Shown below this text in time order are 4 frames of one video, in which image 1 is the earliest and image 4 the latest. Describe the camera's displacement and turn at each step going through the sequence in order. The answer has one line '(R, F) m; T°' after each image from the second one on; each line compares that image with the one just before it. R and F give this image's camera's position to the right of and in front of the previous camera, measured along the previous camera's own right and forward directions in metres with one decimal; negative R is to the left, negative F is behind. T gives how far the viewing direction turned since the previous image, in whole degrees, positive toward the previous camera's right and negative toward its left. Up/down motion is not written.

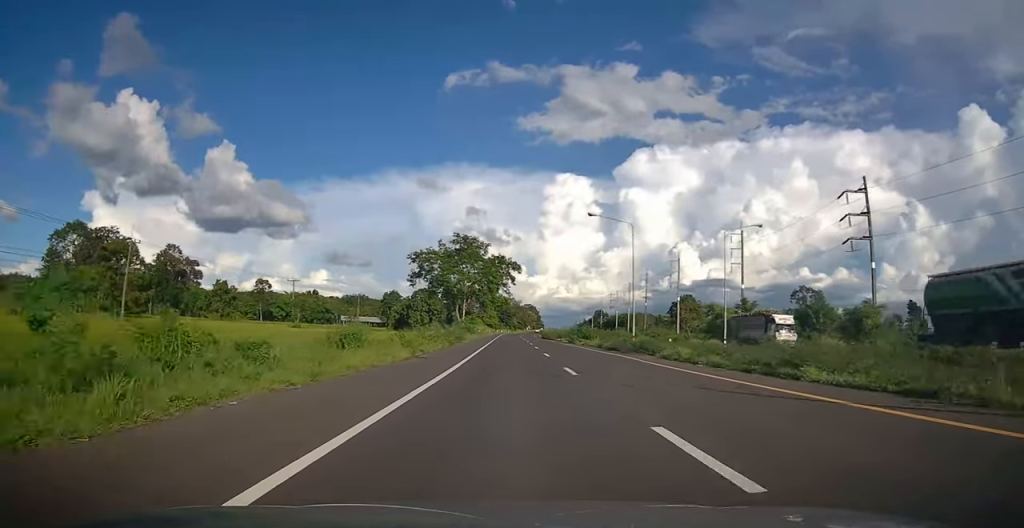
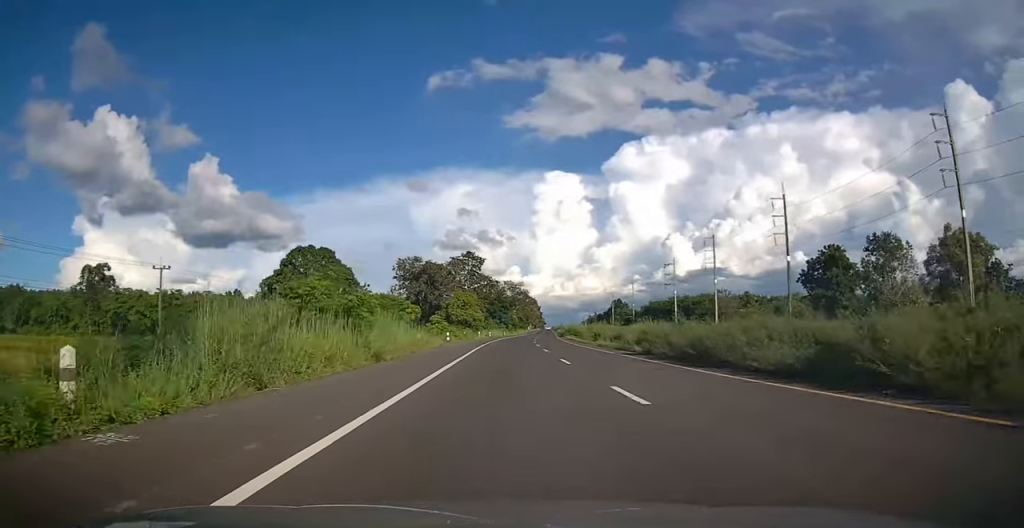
(-0.3, +90.9) m; 0°
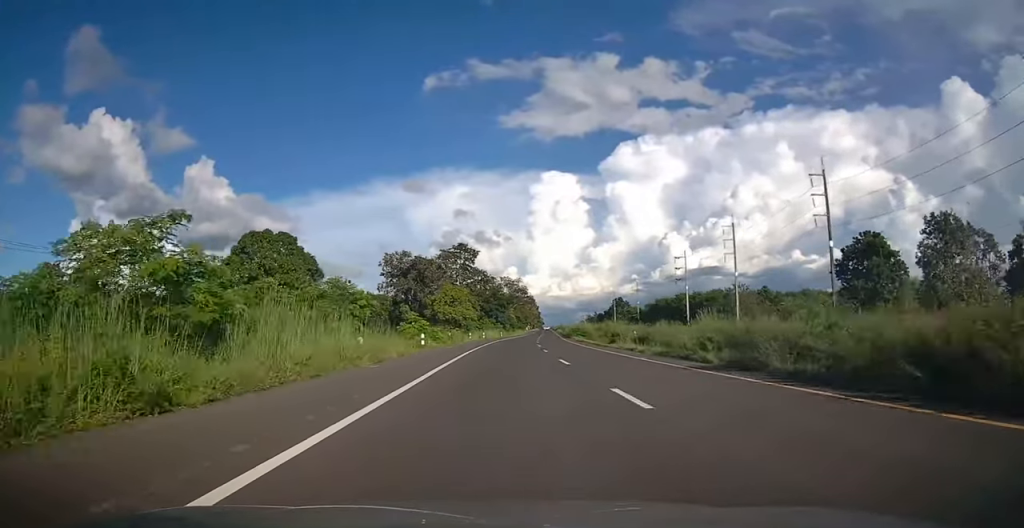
(+0.1, +12.5) m; 0°
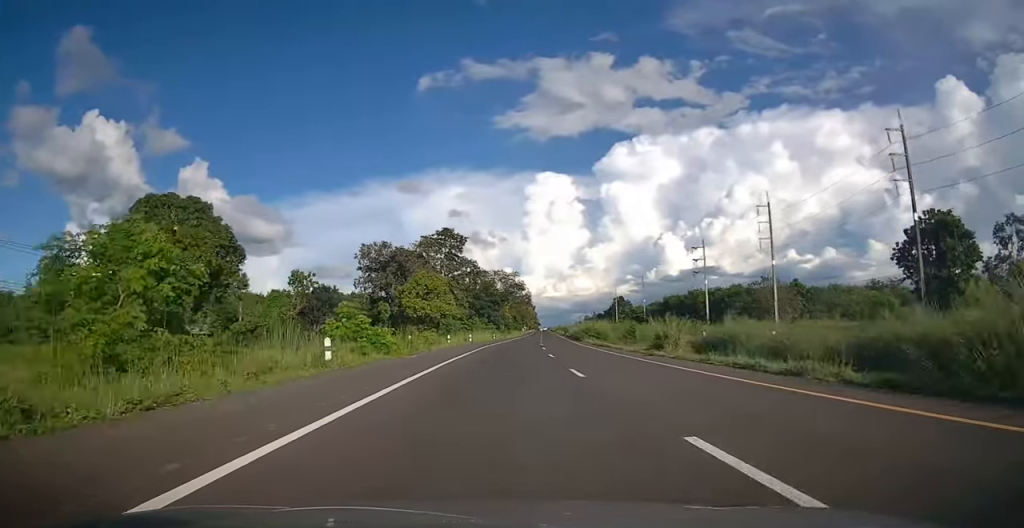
(+0.1, +17.5) m; 0°
